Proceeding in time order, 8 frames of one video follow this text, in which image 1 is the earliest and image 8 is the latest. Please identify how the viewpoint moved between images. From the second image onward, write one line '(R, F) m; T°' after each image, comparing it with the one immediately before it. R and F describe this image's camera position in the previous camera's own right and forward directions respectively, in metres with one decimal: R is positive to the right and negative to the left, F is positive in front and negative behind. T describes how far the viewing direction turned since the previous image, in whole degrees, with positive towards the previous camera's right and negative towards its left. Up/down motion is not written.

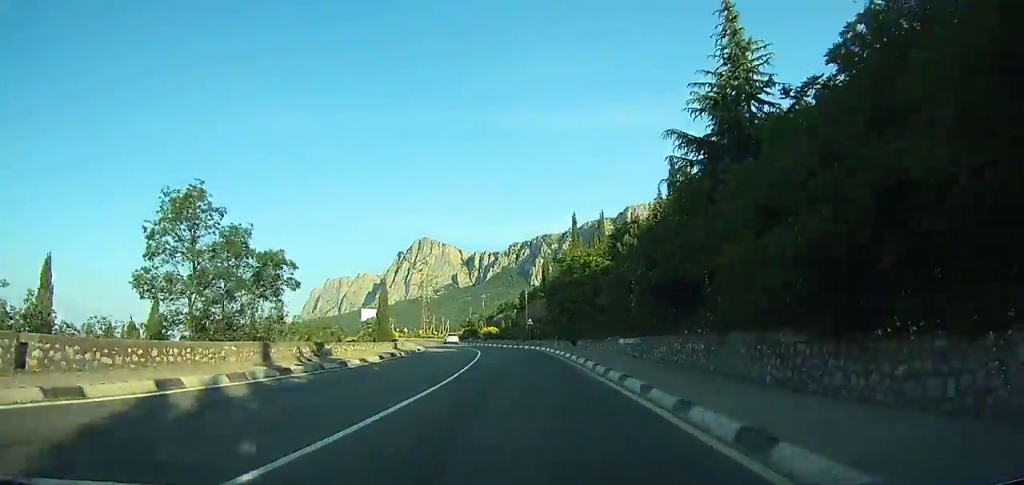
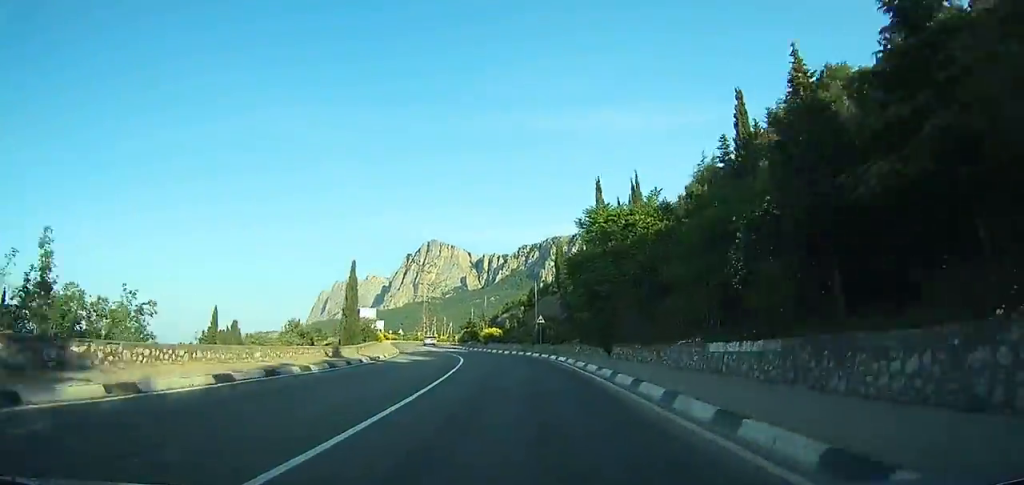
(+0.7, +16.7) m; -1°
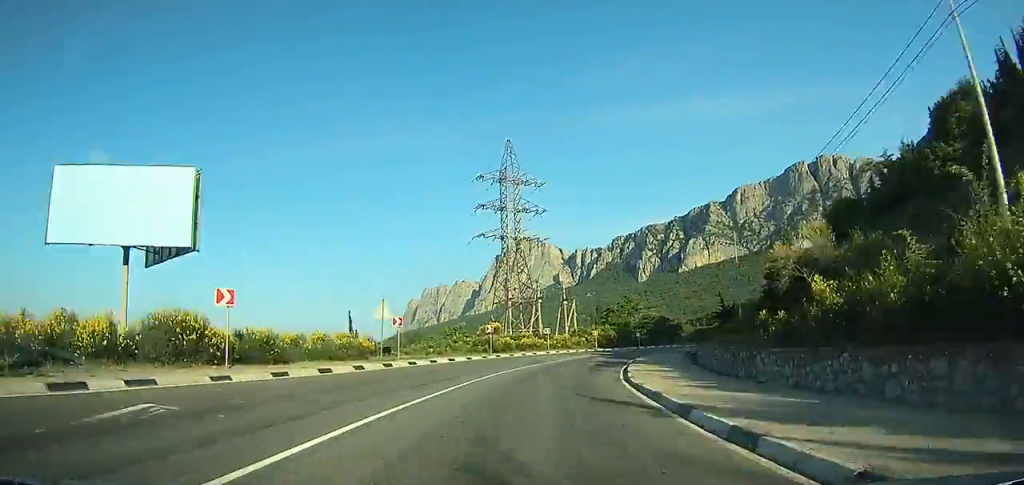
(-6.5, +114.0) m; +1°
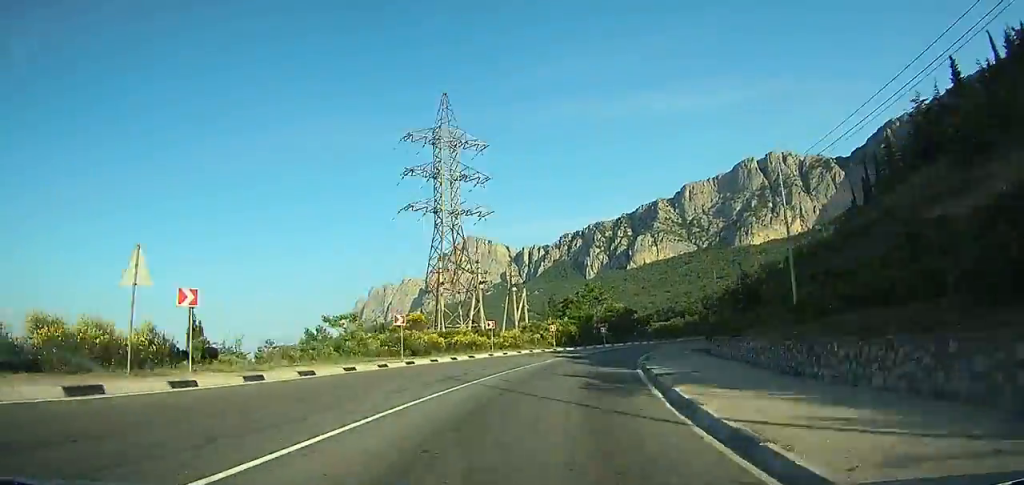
(0.0, +15.5) m; +4°
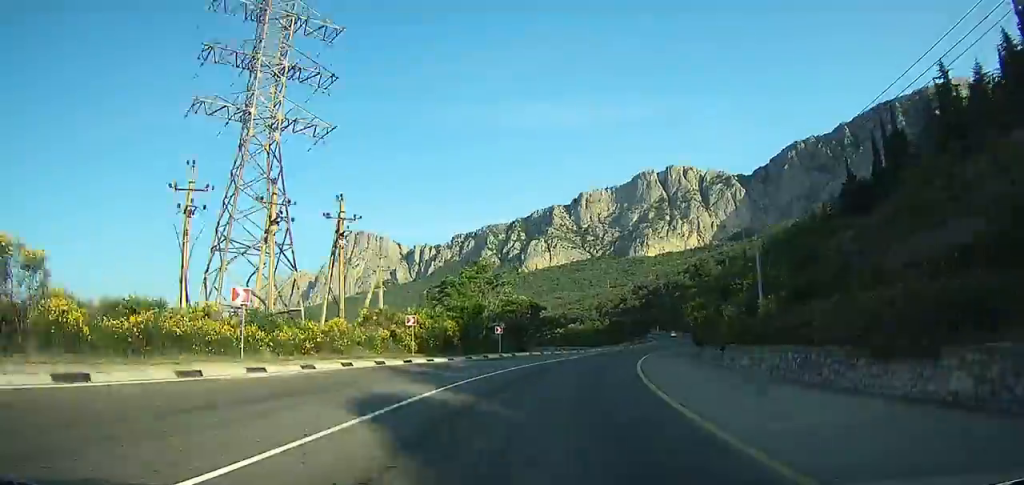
(+1.9, +25.8) m; +9°
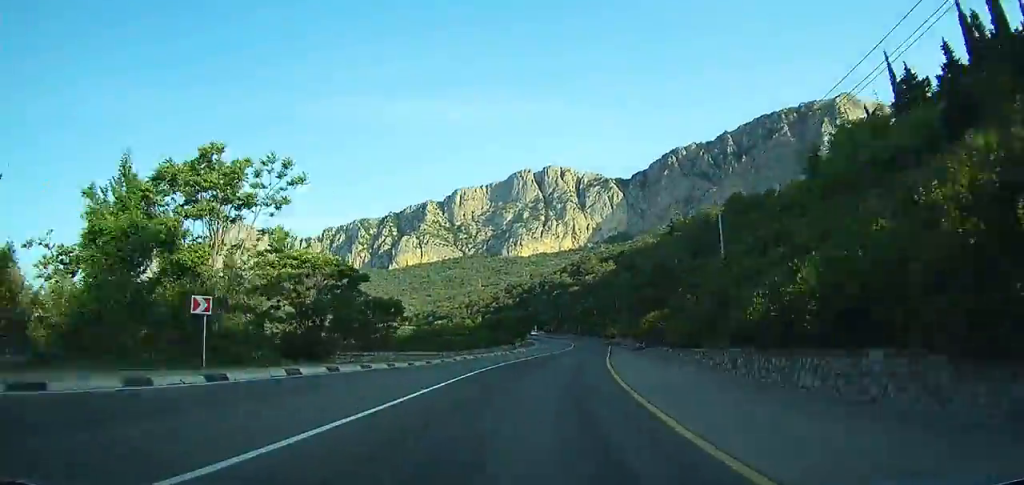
(+1.9, +30.6) m; +10°
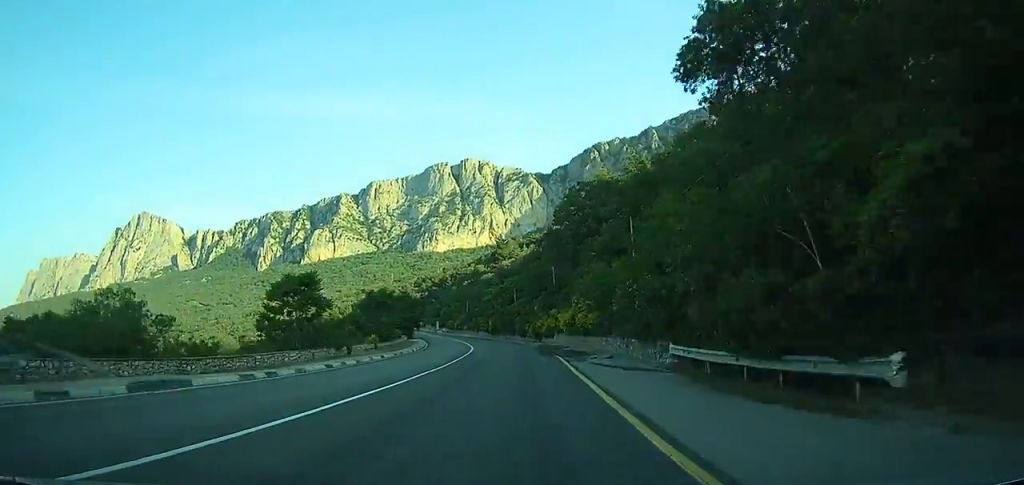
(+7.1, +52.3) m; +7°
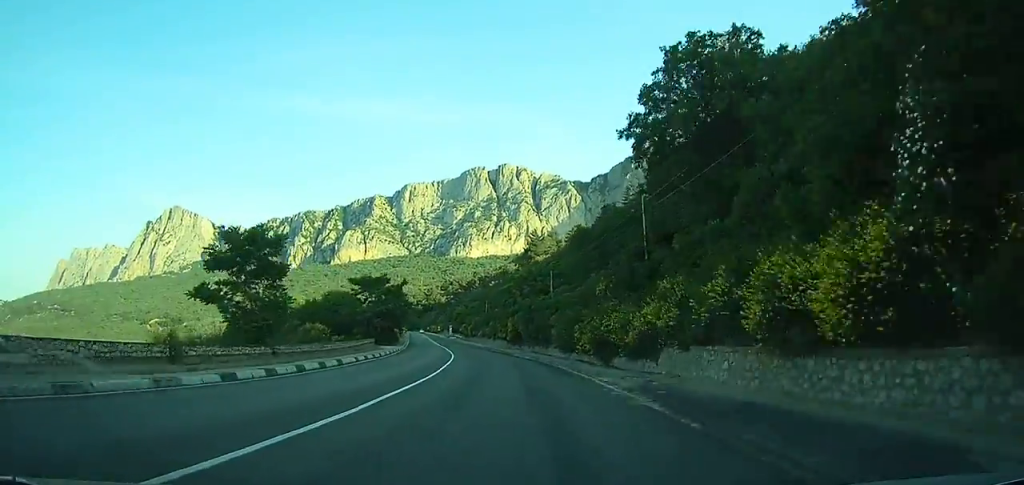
(-0.2, +36.8) m; -3°
